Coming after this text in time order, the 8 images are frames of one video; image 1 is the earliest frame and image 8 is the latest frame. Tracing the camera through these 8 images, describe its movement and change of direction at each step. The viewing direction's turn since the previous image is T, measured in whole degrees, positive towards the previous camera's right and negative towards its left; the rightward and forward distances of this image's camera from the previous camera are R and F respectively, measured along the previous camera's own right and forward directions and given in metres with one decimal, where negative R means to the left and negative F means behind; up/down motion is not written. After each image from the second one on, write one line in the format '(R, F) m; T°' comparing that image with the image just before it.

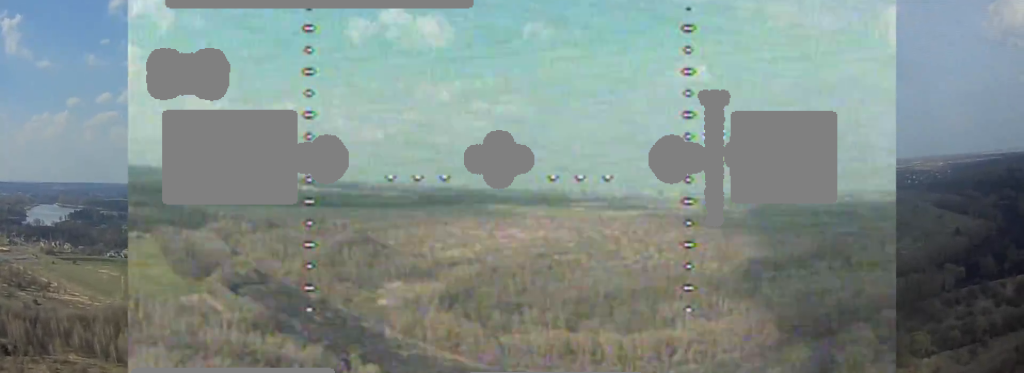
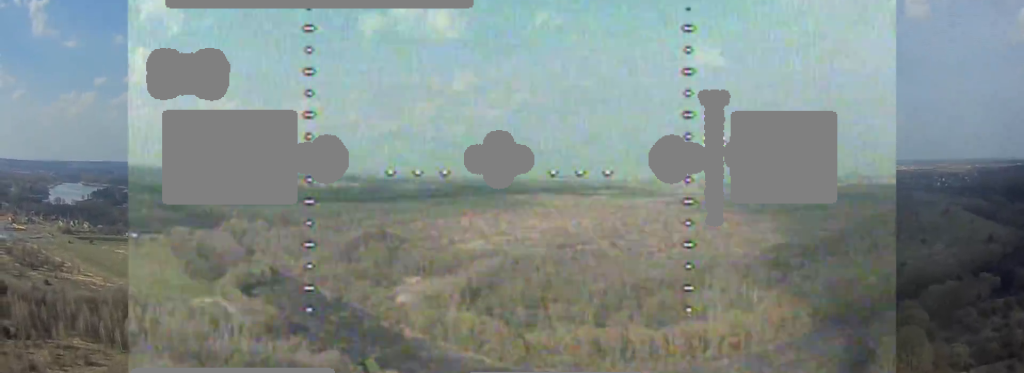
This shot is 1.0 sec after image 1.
(0.0, +16.2) m; 0°
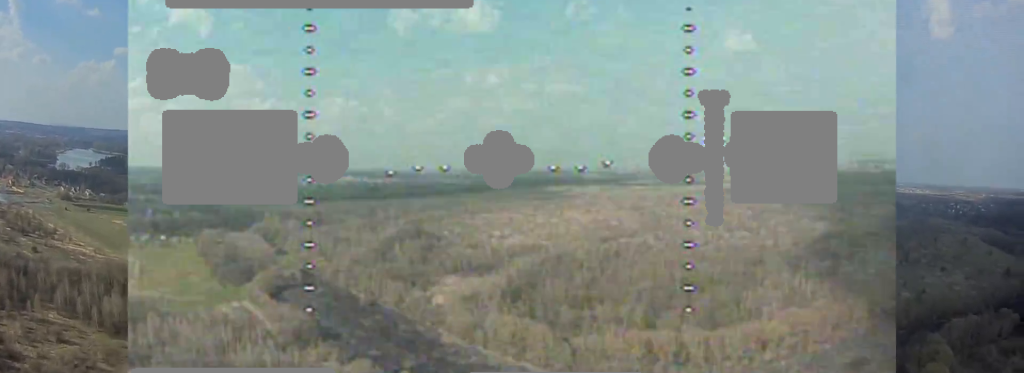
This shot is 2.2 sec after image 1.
(0.0, +20.6) m; 0°
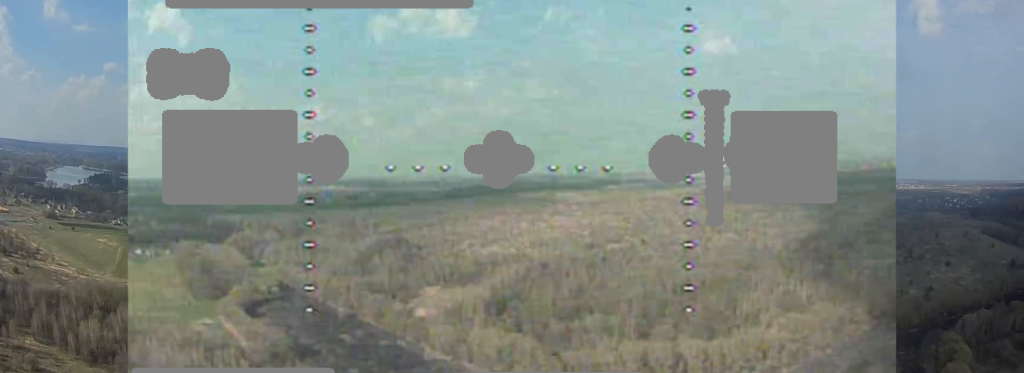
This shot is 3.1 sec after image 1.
(0.0, +14.8) m; 0°
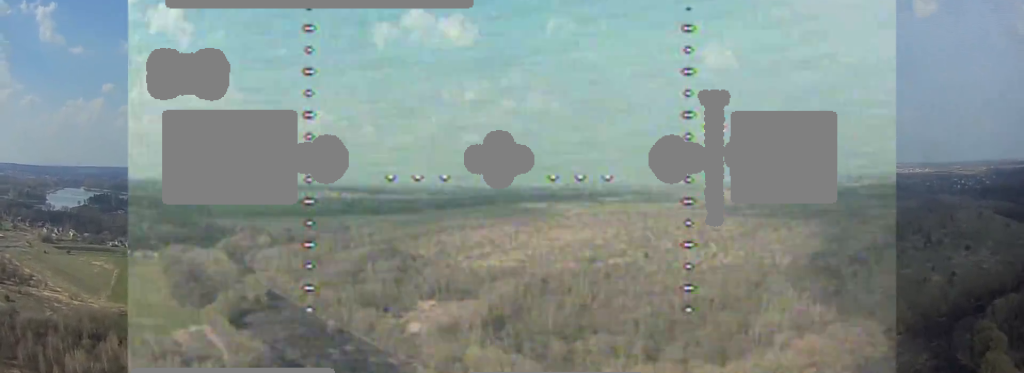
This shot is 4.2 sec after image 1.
(0.0, +18.6) m; 0°
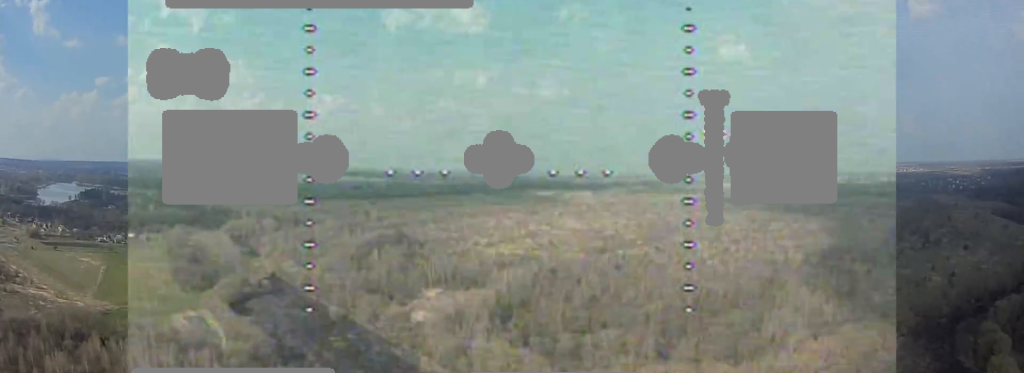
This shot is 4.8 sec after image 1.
(0.0, +9.2) m; 0°
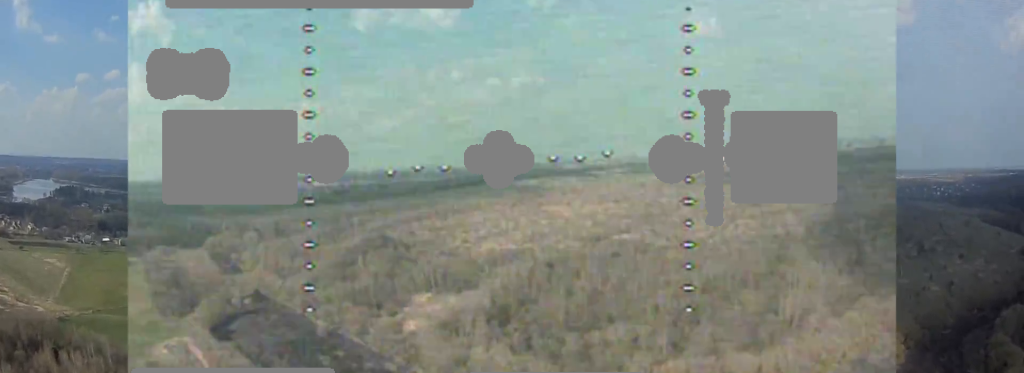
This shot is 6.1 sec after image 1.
(0.0, +22.3) m; 0°
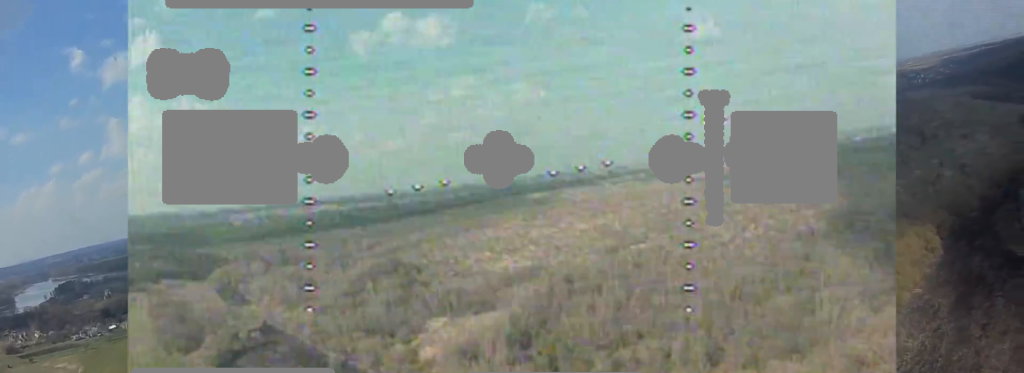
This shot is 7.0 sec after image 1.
(0.0, +16.2) m; 0°
